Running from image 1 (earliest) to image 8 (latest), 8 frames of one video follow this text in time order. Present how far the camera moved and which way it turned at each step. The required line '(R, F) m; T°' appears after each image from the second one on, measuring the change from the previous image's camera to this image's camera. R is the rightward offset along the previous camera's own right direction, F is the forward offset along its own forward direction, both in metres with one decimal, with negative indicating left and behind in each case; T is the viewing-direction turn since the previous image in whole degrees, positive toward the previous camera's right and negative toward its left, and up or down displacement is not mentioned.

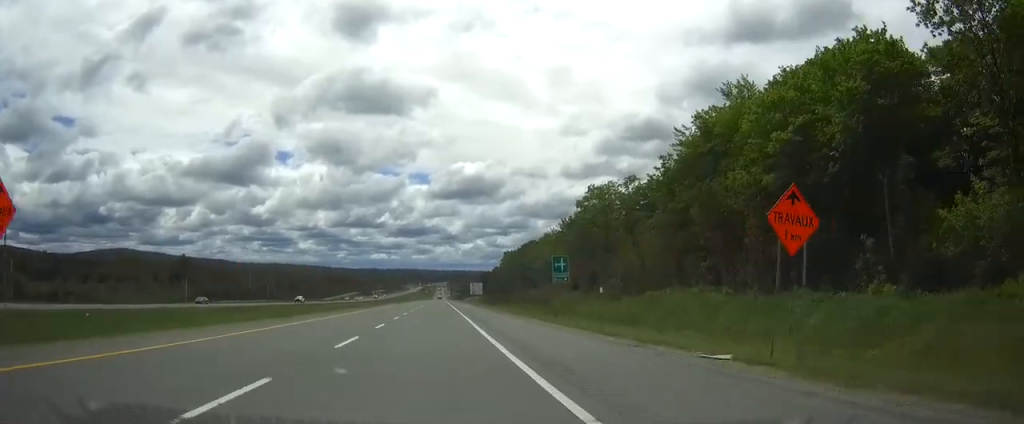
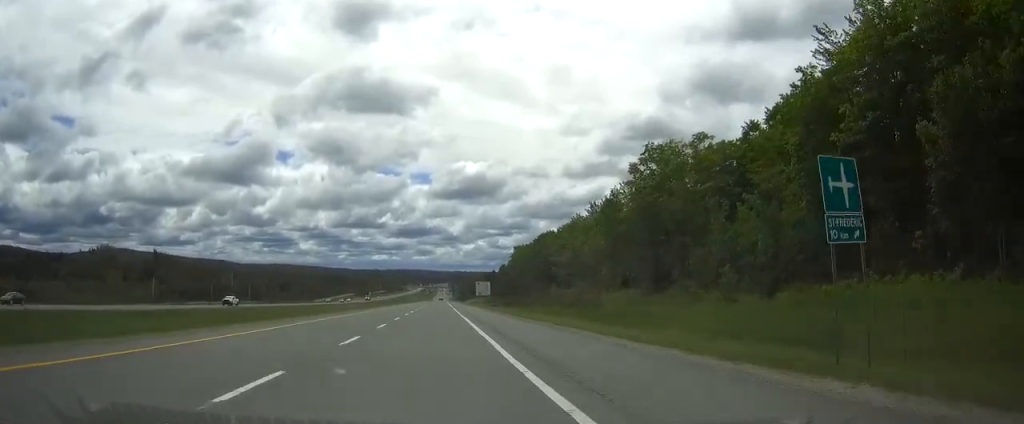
(0.0, +34.8) m; 0°
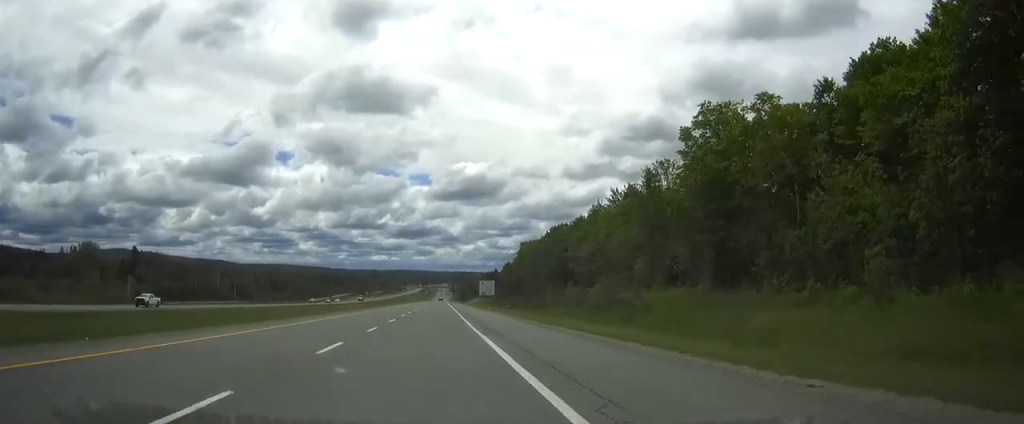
(0.0, +20.4) m; 0°
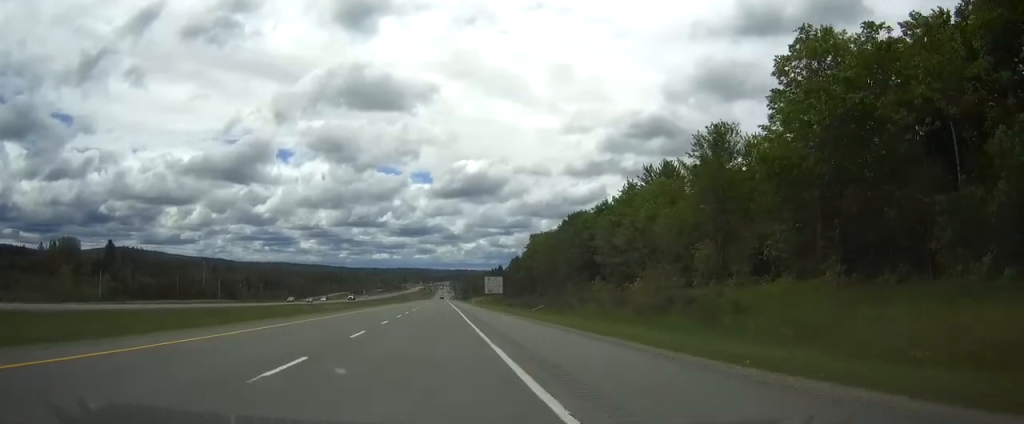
(0.0, +22.3) m; 0°
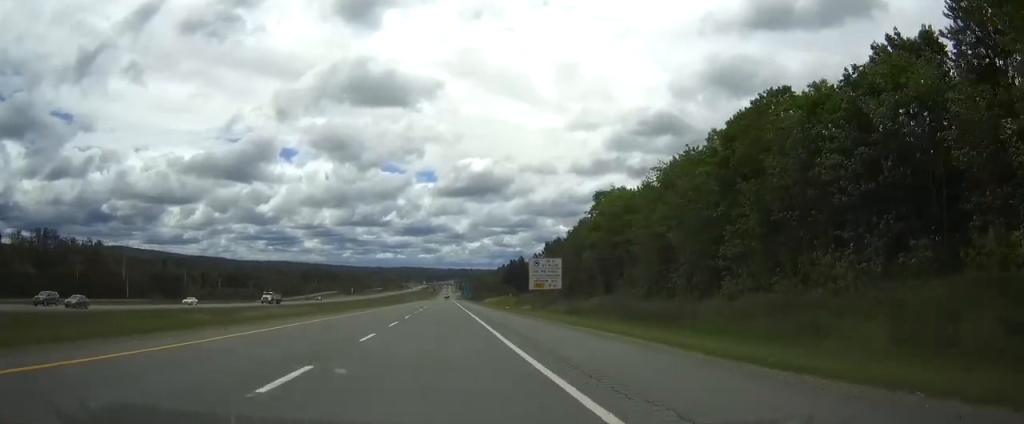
(-0.5, +82.5) m; -1°
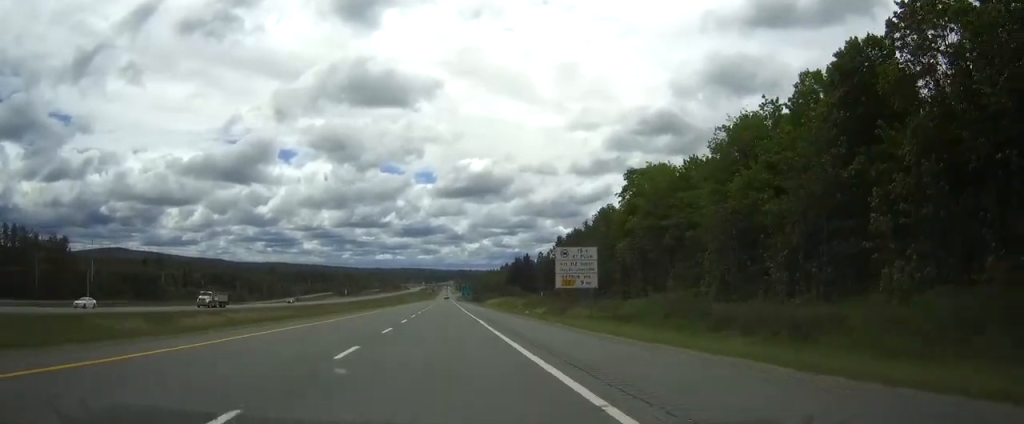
(0.0, +22.1) m; 0°
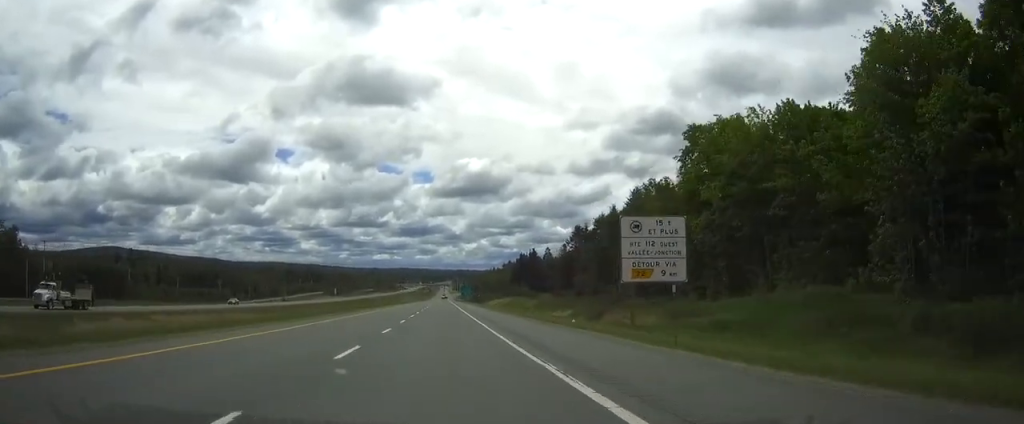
(0.0, +27.1) m; 0°
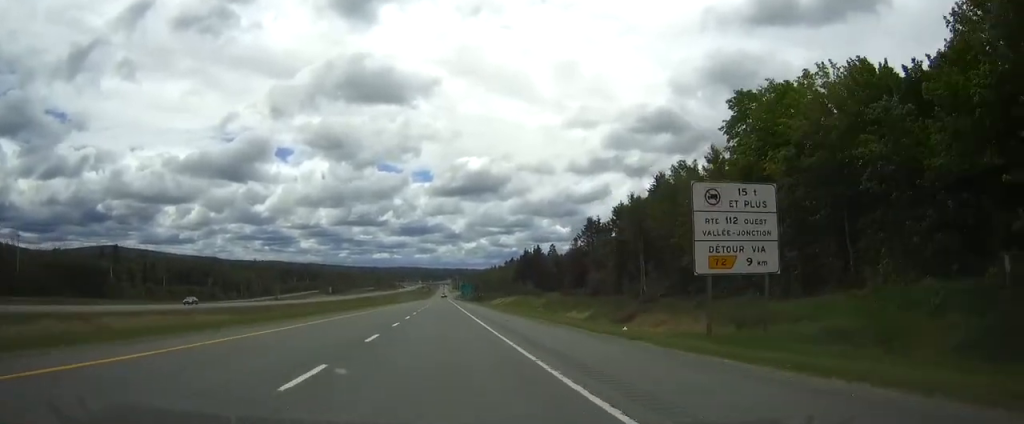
(0.0, +13.1) m; 0°
